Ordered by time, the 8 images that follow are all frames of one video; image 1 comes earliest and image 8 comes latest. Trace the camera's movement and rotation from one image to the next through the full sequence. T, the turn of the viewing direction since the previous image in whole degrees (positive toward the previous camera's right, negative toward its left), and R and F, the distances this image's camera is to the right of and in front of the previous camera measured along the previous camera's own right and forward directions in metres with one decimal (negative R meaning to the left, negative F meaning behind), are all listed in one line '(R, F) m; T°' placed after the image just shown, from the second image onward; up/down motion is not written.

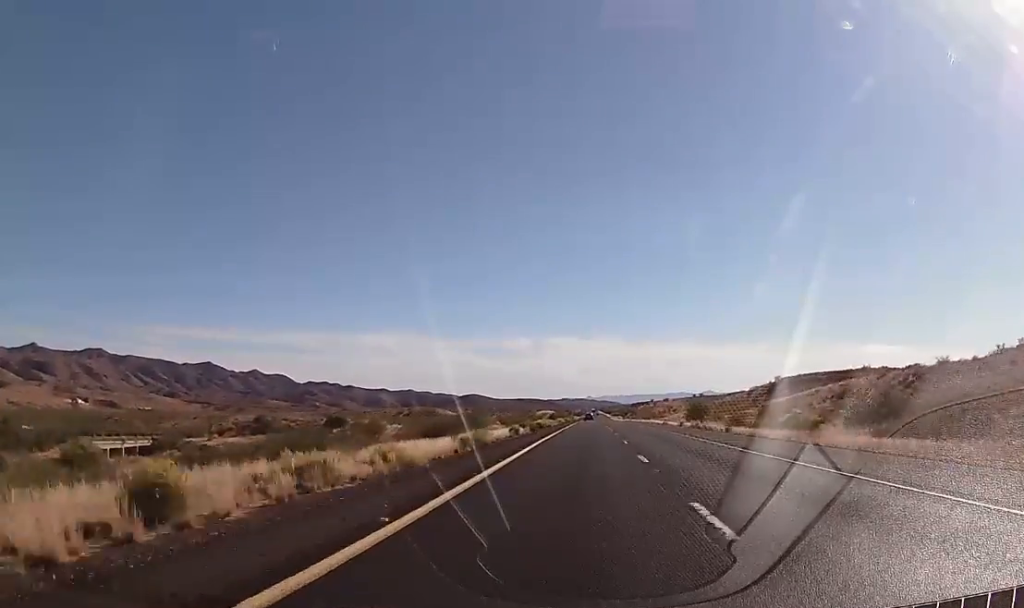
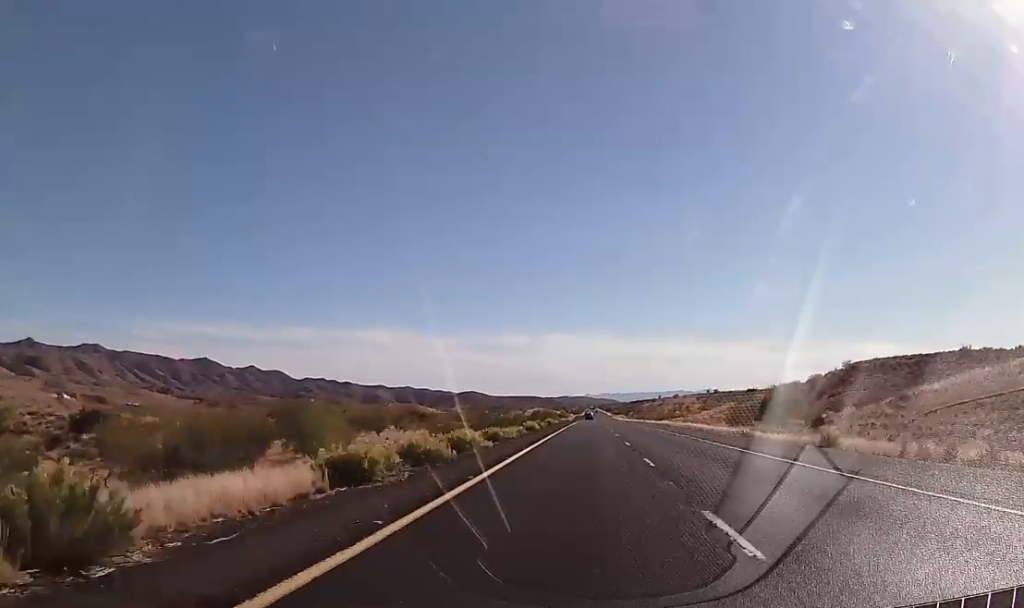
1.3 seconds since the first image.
(-0.1, +50.3) m; 0°
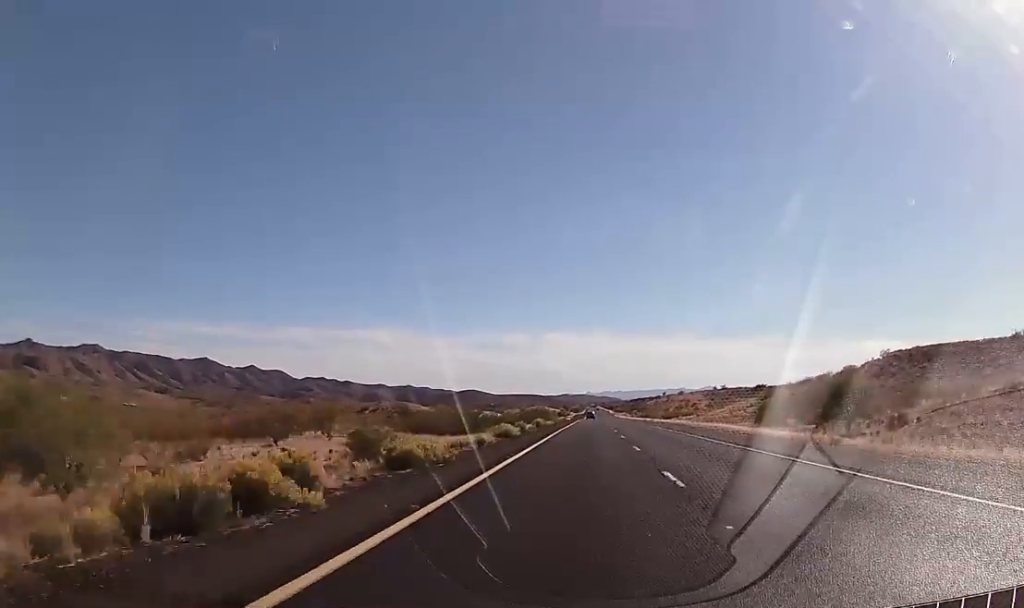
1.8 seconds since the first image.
(0.0, +17.6) m; 0°
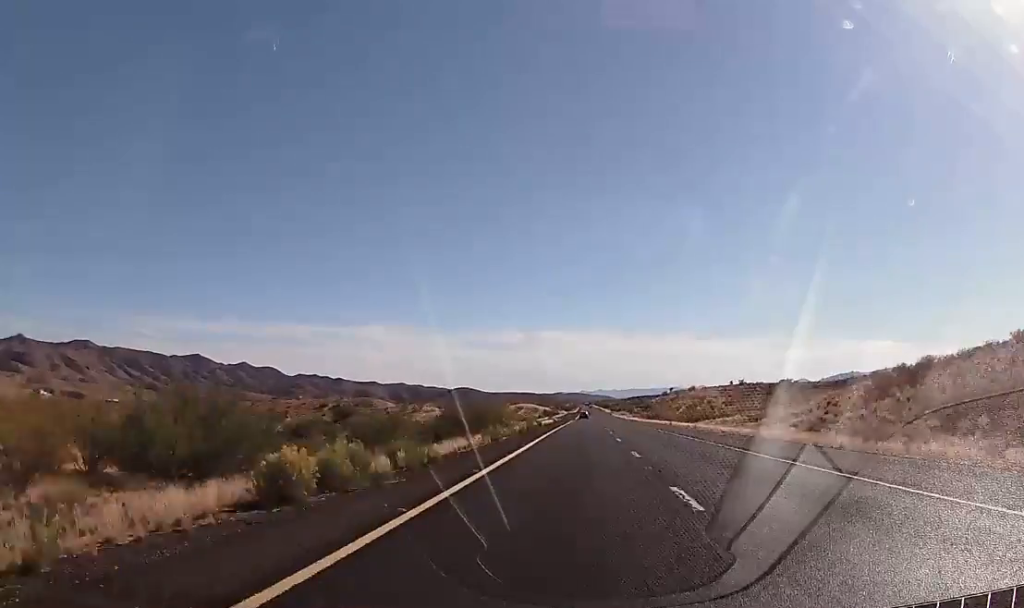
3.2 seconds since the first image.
(+0.5, +51.6) m; 0°
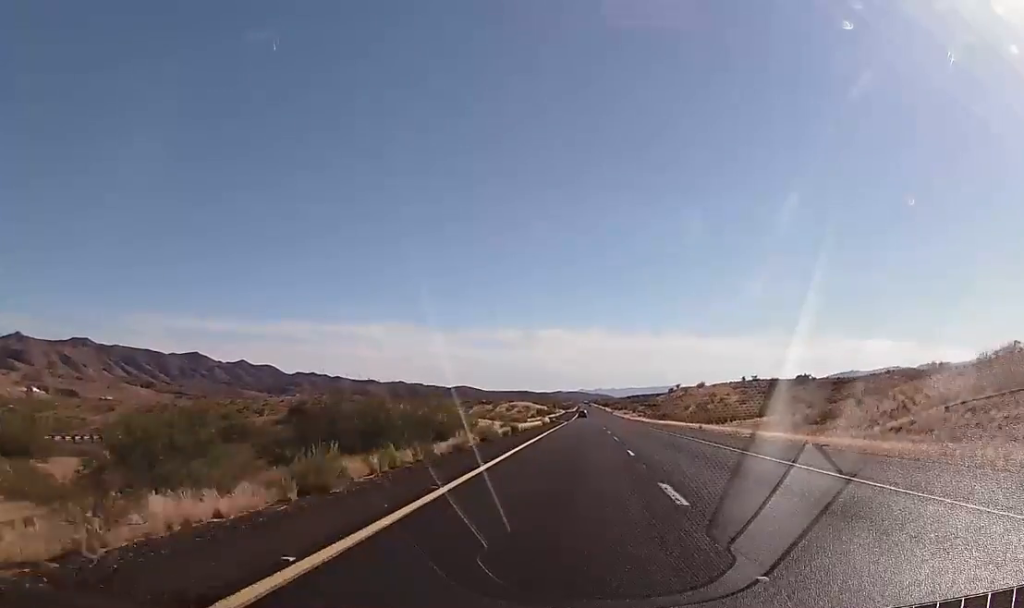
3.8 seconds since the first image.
(-0.2, +24.0) m; 0°
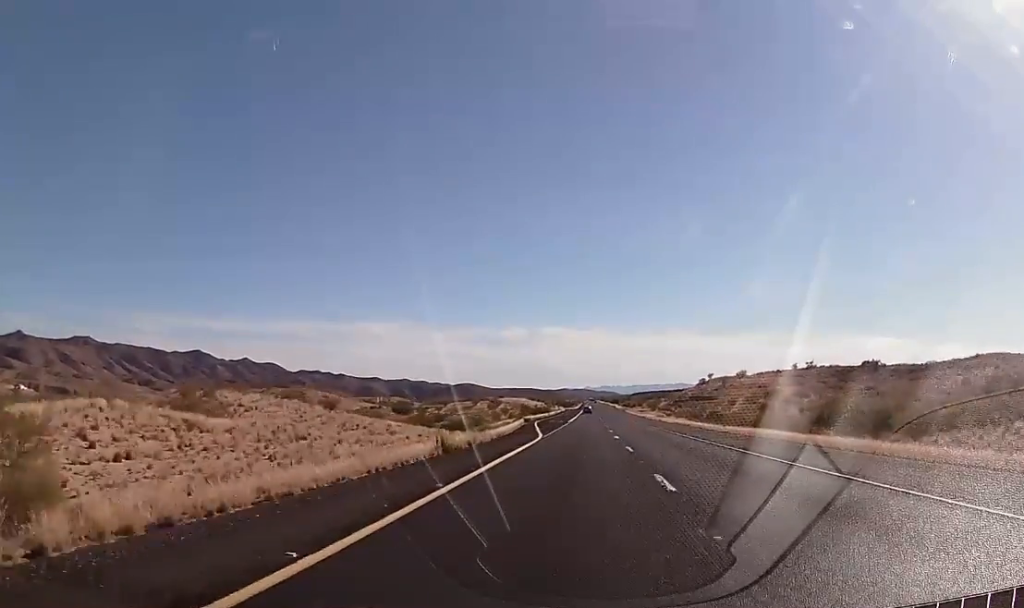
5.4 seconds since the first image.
(-0.3, +59.5) m; 0°
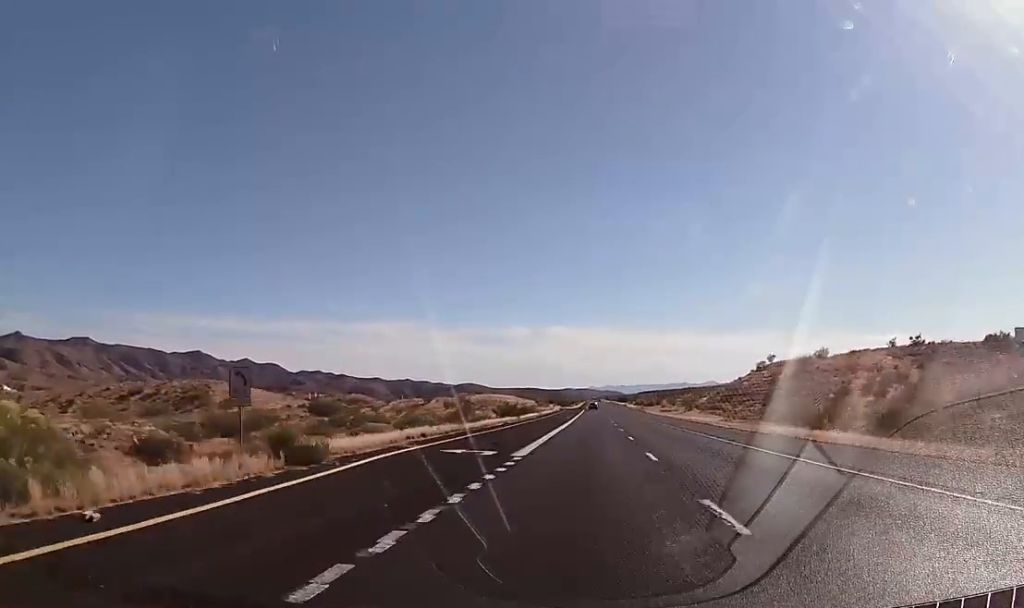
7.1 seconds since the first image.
(0.0, +65.8) m; 0°
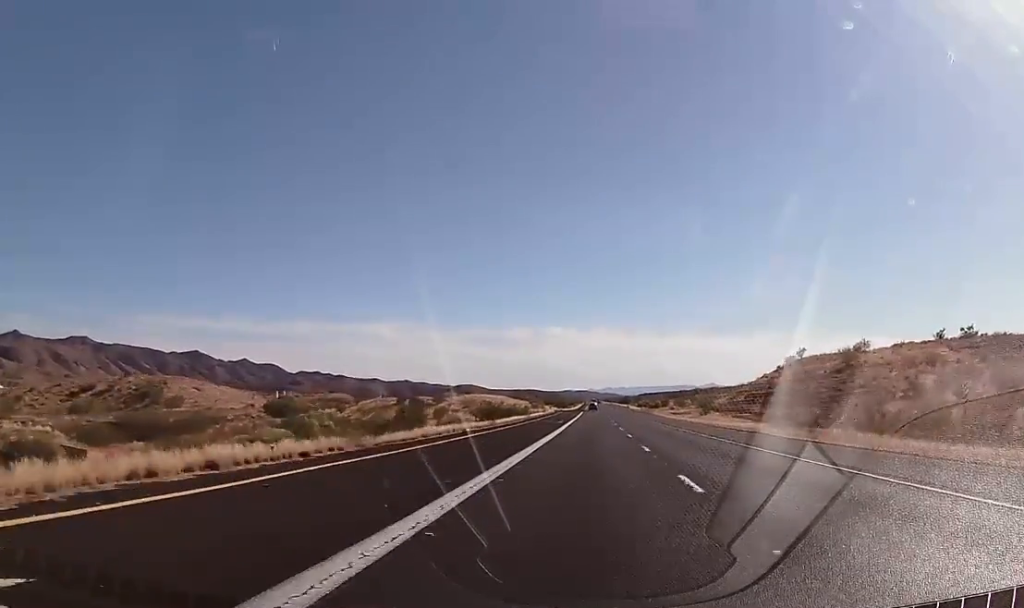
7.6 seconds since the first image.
(0.0, +20.3) m; 0°
